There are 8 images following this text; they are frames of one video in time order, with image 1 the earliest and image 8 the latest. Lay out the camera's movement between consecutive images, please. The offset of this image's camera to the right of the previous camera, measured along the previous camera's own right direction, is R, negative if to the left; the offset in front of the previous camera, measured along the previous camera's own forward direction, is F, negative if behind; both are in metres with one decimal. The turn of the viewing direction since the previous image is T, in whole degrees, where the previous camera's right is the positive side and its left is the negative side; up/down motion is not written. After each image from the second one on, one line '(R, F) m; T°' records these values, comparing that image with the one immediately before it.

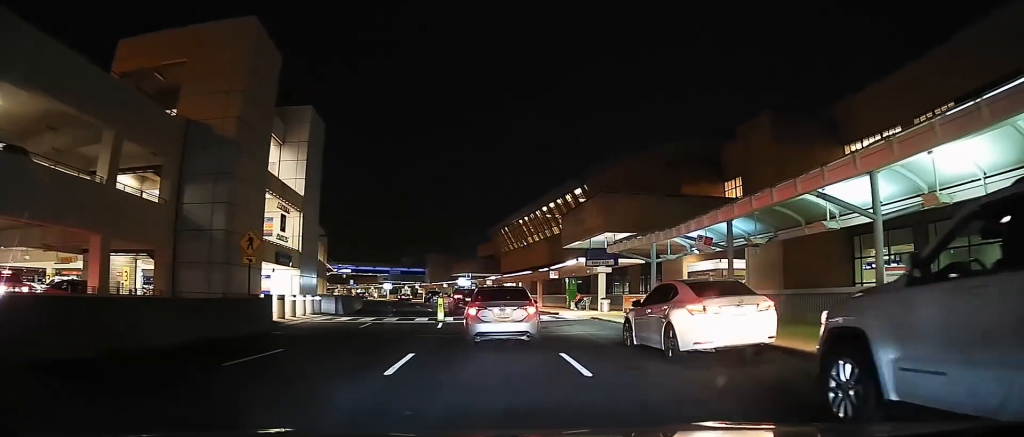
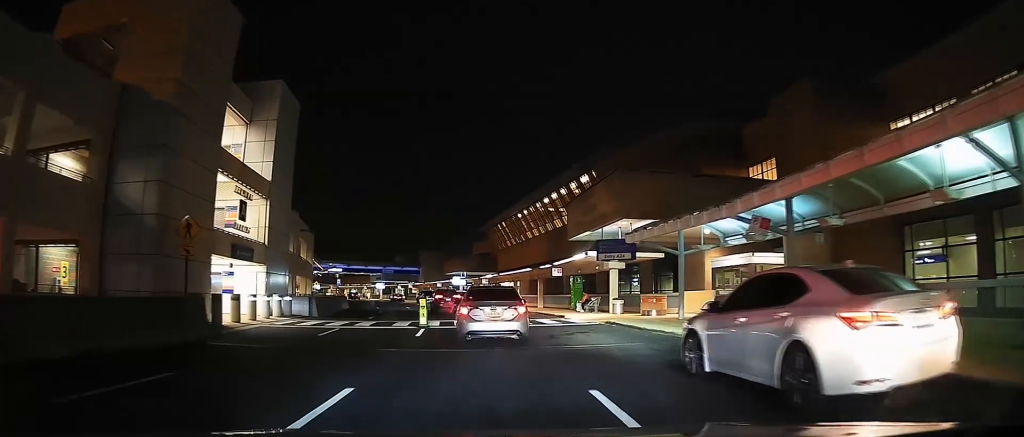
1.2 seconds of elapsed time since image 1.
(-0.4, +3.6) m; +1°
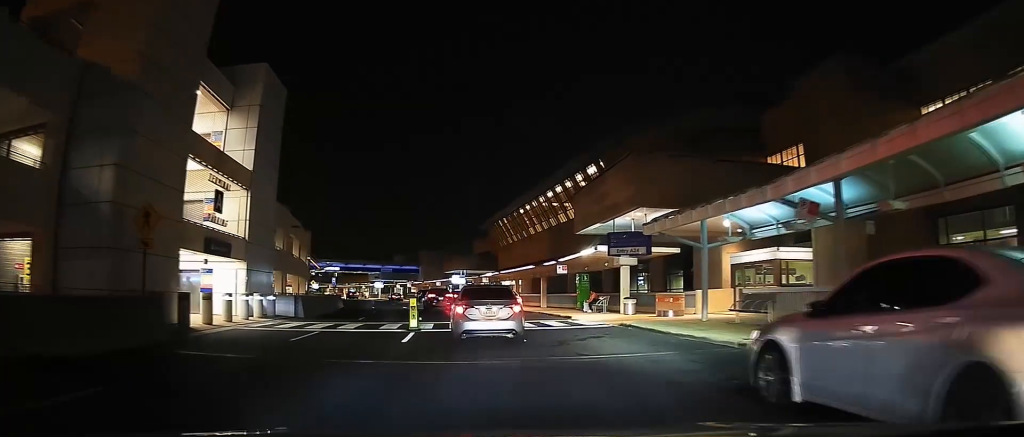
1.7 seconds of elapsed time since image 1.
(+0.3, +2.4) m; +3°
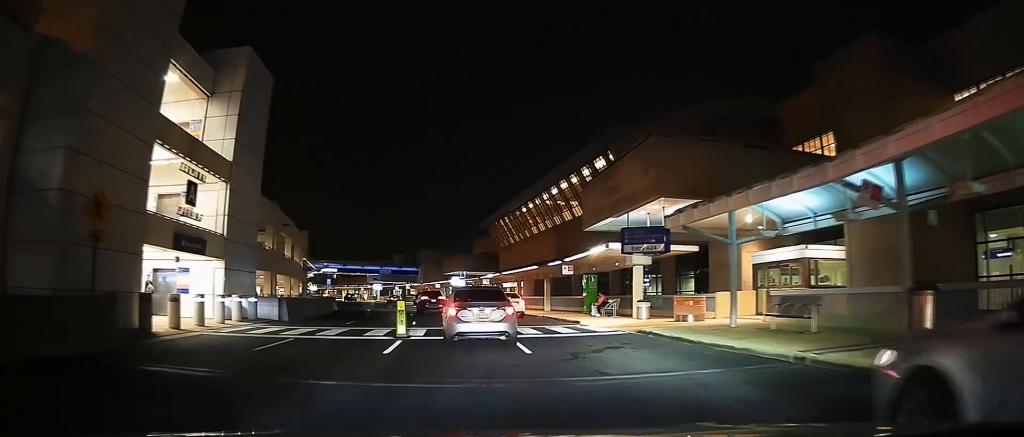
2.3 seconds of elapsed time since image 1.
(+0.2, +2.3) m; +2°
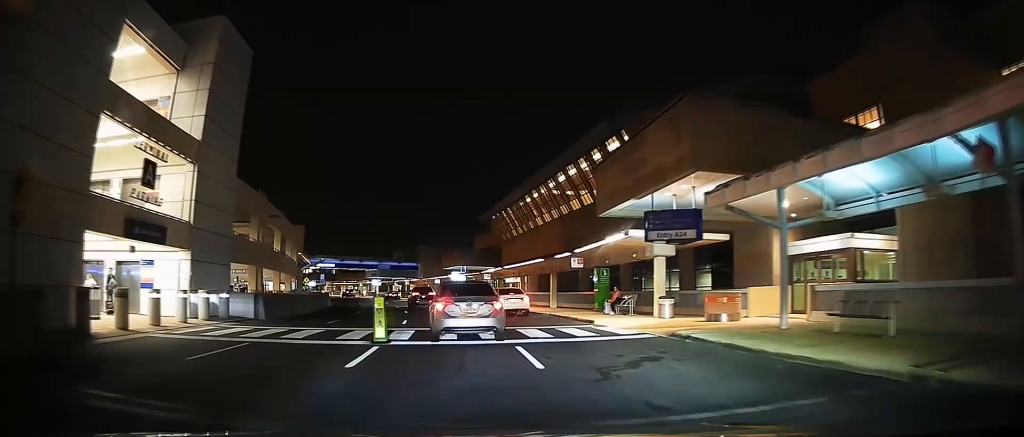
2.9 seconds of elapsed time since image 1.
(-0.2, +3.1) m; 0°
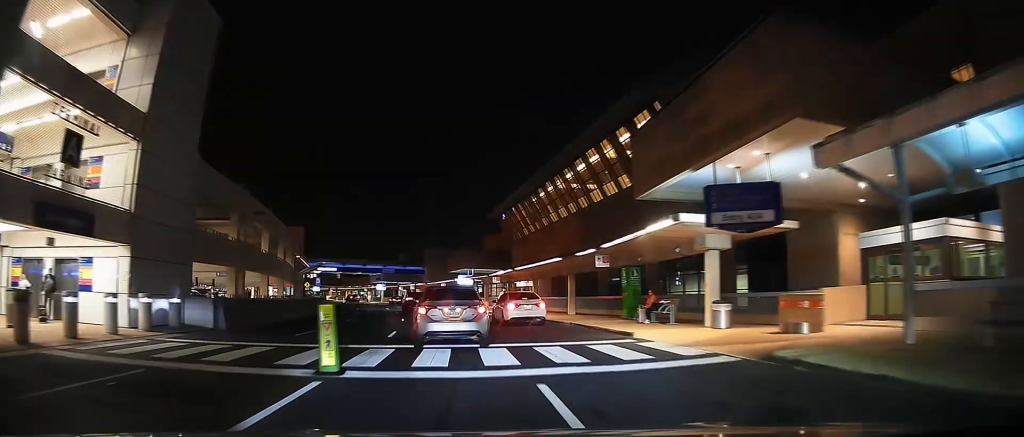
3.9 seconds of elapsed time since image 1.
(+0.1, +4.7) m; -2°
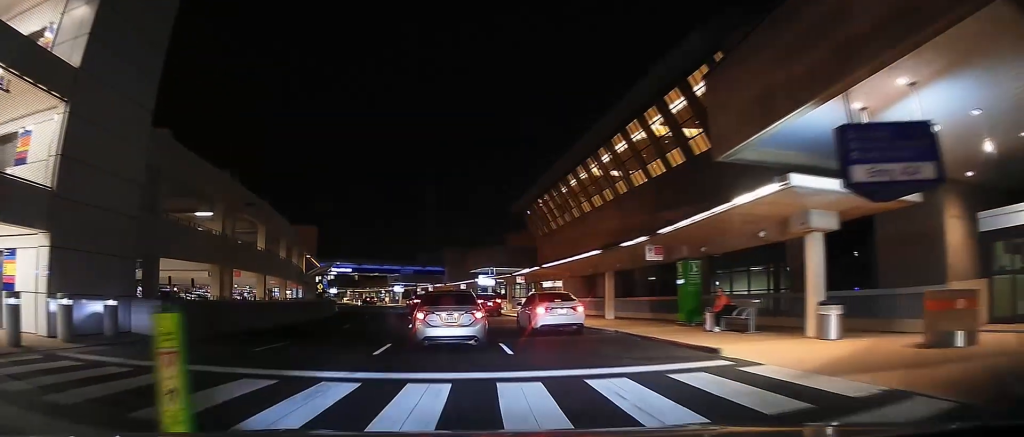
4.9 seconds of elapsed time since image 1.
(-0.2, +4.9) m; -4°
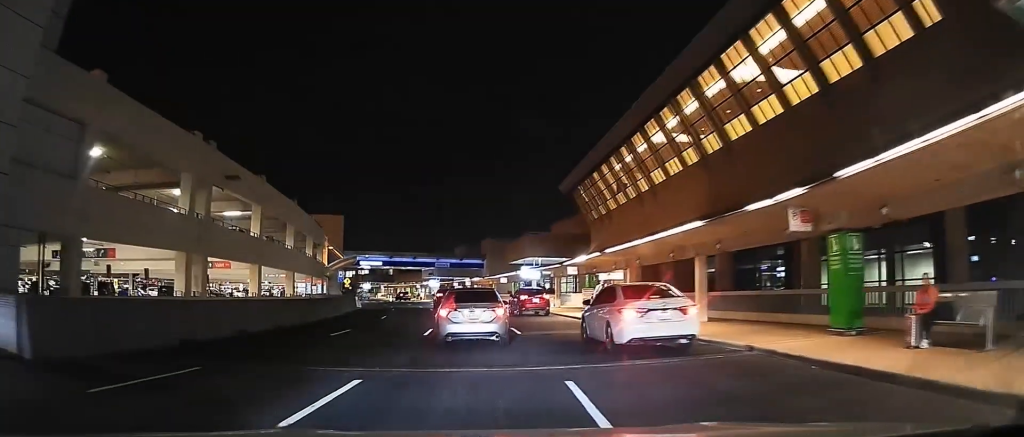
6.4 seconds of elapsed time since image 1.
(-0.2, +7.4) m; -4°
